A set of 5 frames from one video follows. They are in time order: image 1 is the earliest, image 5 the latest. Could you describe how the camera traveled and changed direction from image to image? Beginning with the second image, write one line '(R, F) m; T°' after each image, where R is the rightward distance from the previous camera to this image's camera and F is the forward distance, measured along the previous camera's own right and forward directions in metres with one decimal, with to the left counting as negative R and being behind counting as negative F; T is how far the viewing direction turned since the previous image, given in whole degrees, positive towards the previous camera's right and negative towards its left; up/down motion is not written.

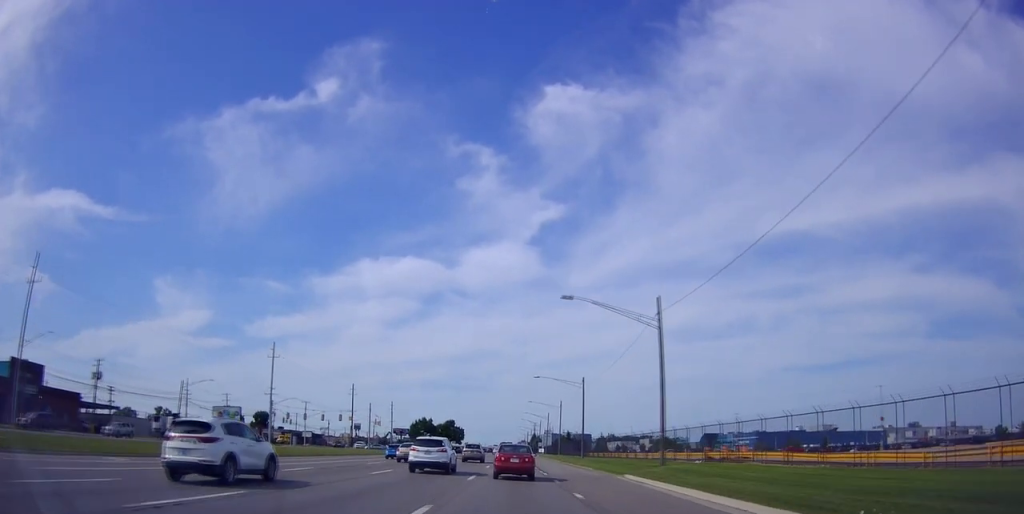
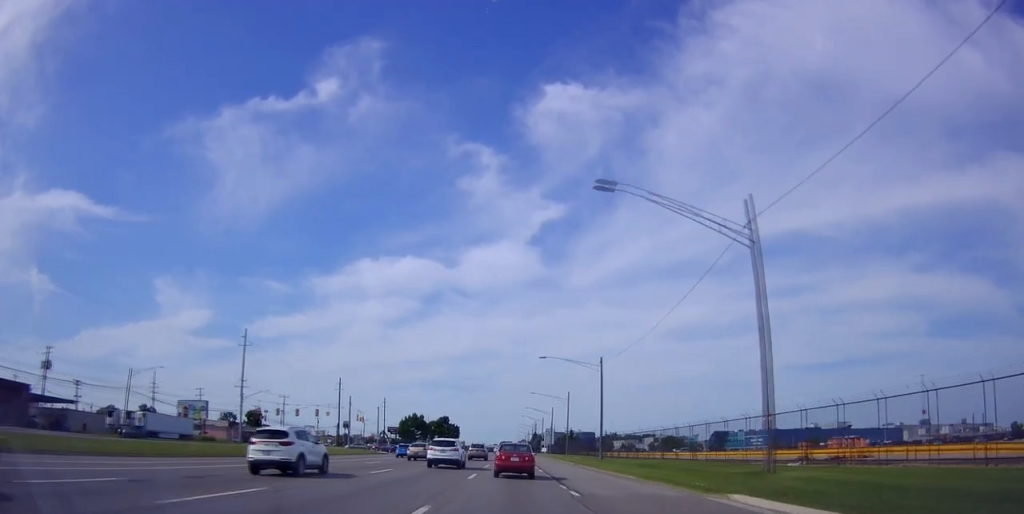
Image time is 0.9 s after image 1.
(0.0, +15.4) m; +1°
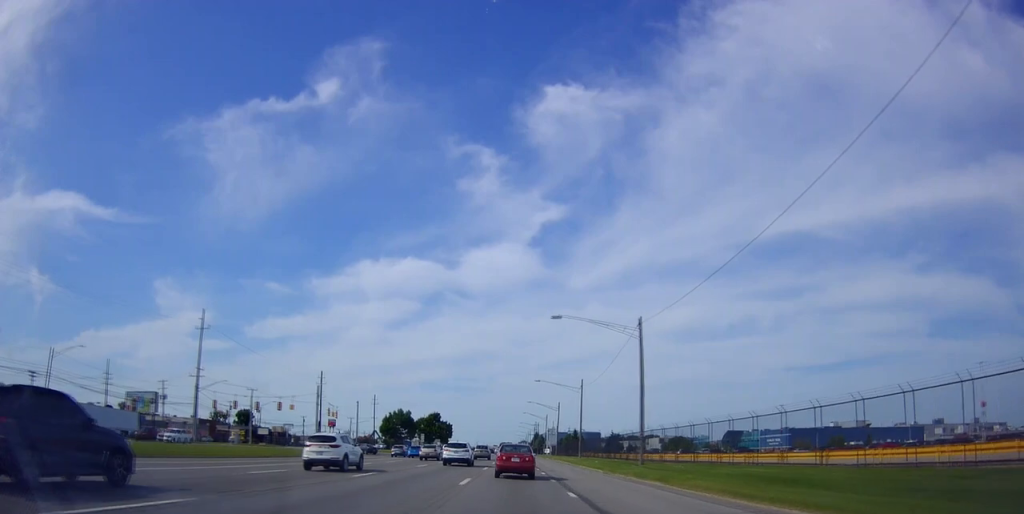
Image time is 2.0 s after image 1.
(+0.4, +18.4) m; 0°
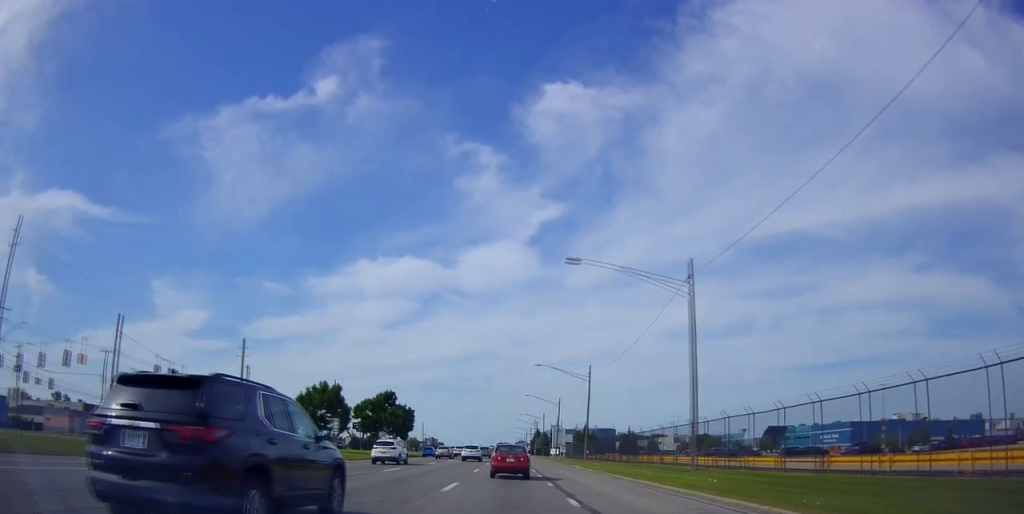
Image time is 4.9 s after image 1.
(+0.3, +49.3) m; +3°
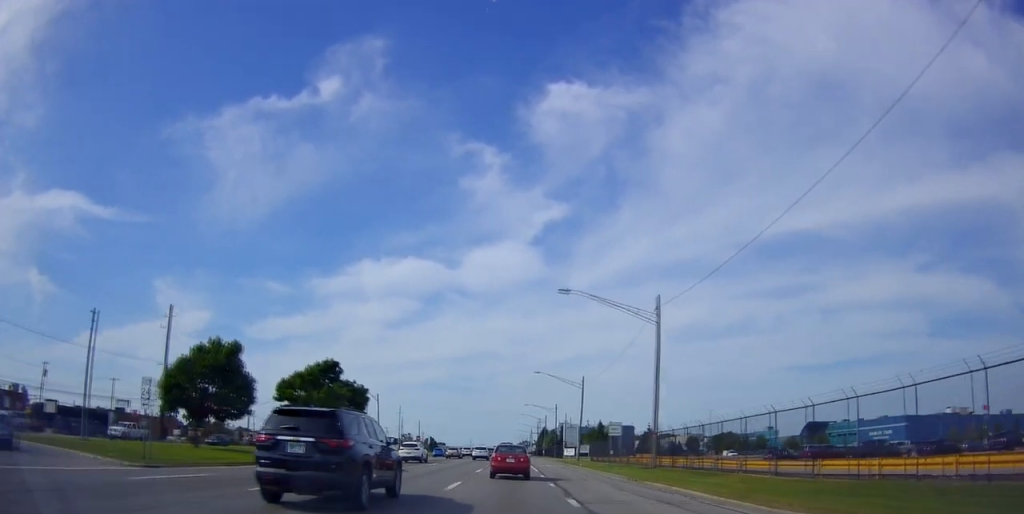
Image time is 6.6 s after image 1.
(-0.8, +30.1) m; -4°
